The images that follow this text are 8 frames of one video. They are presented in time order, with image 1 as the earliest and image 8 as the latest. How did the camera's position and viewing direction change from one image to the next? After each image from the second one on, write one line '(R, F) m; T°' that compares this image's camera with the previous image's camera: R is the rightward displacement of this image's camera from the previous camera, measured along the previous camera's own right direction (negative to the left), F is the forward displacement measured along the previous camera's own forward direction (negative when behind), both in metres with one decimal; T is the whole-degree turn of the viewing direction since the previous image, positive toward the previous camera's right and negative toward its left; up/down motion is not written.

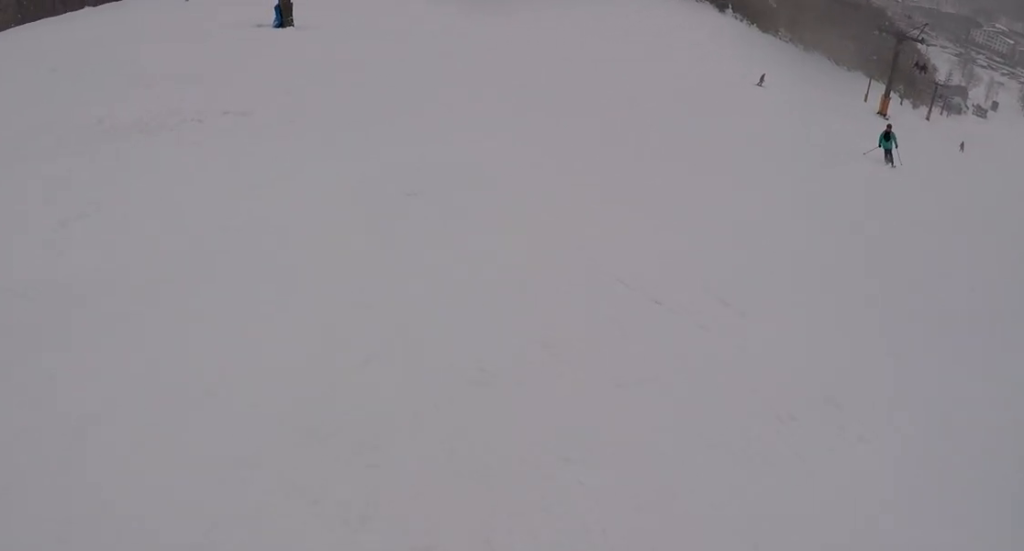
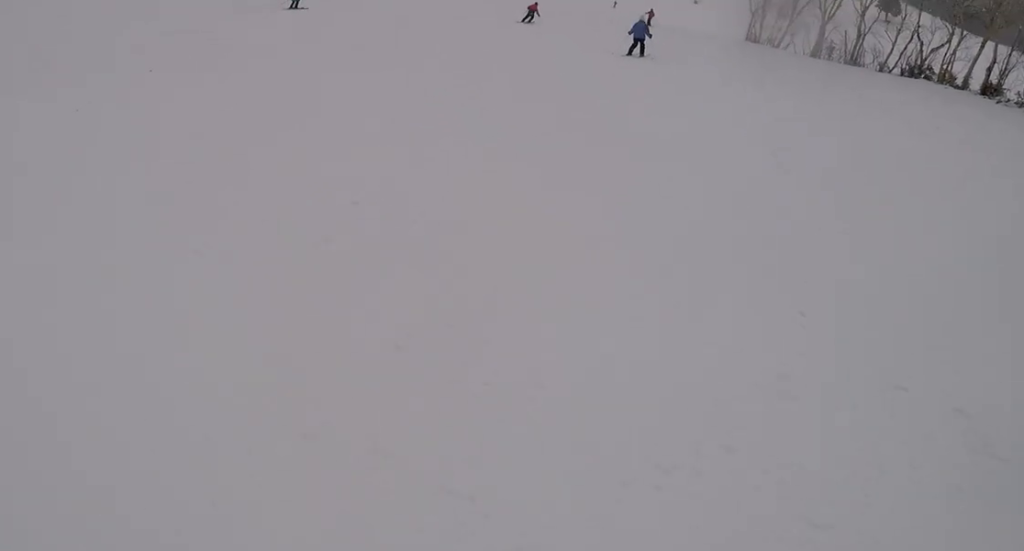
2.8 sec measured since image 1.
(+5.4, +10.3) m; +37°
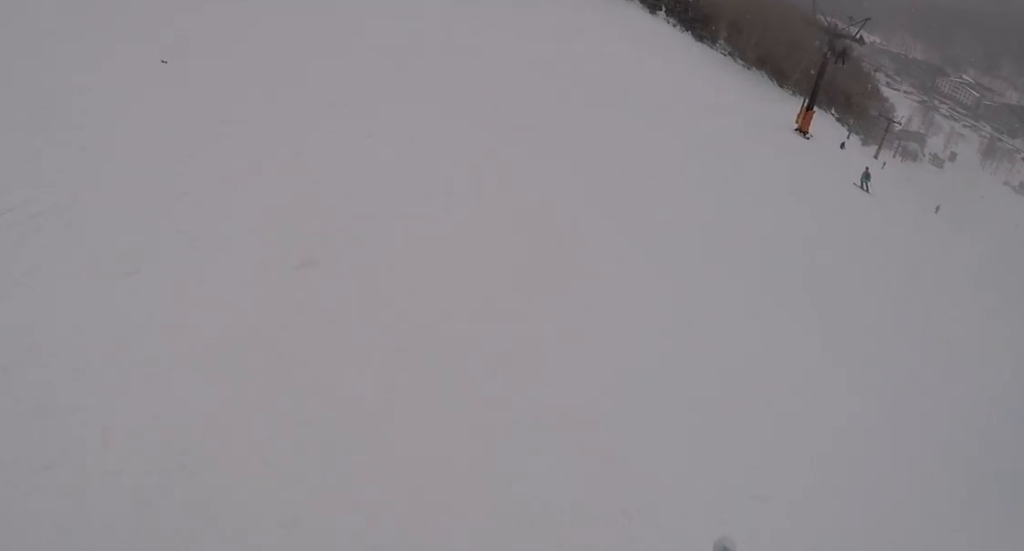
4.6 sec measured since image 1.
(-0.5, +6.9) m; -35°
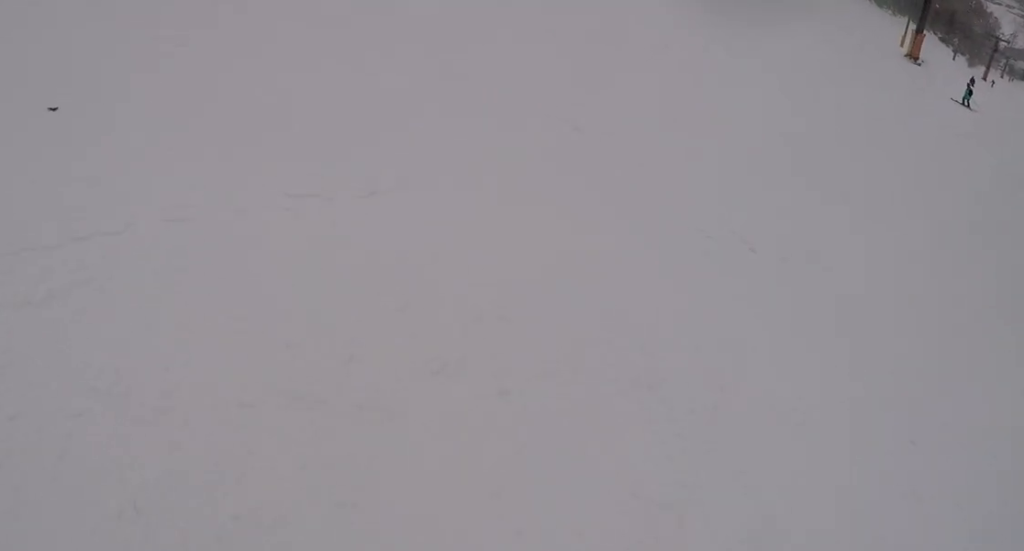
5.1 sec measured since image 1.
(-0.8, +2.5) m; -20°
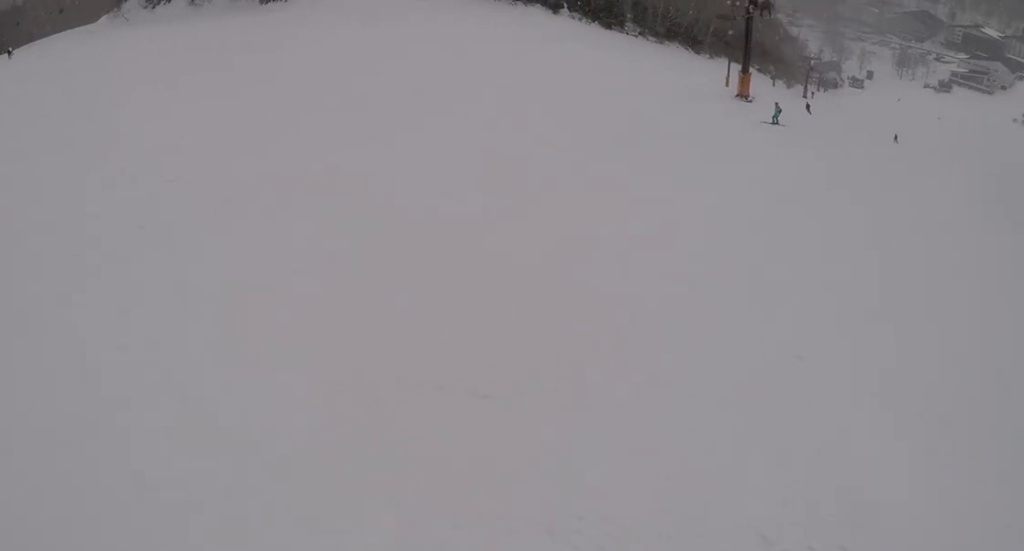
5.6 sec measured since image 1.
(-0.3, +2.5) m; +14°
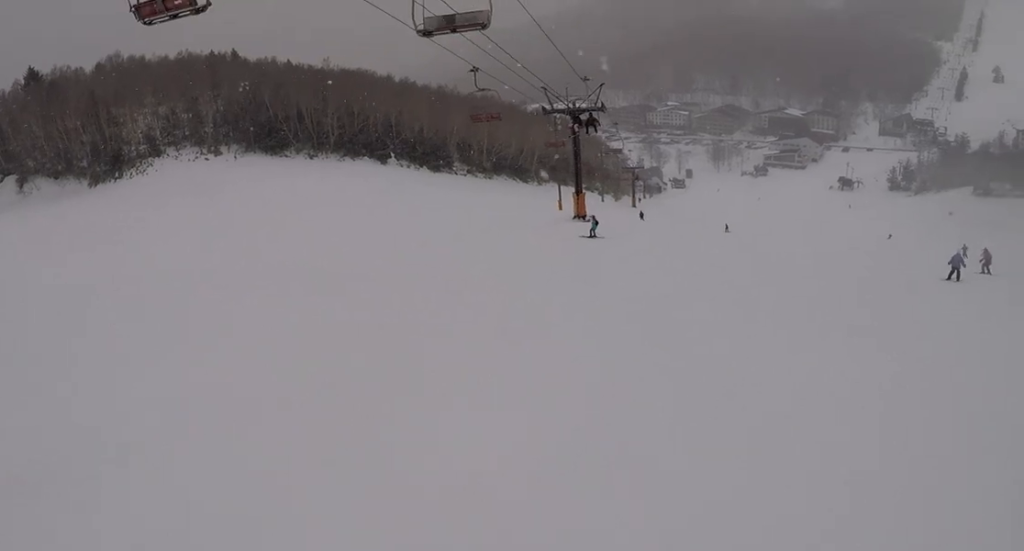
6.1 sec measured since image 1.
(-0.8, +1.9) m; +15°
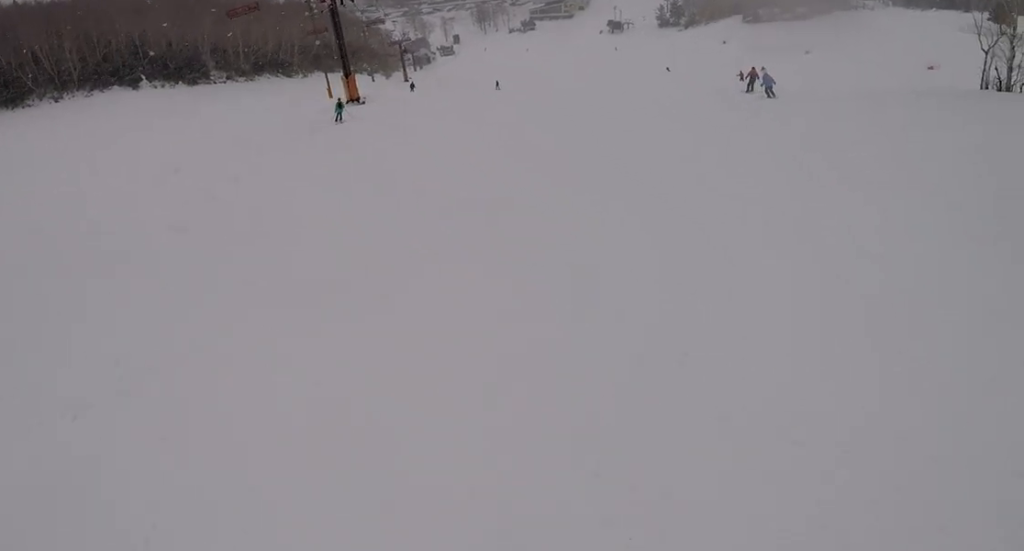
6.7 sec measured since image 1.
(+1.6, +2.6) m; +13°
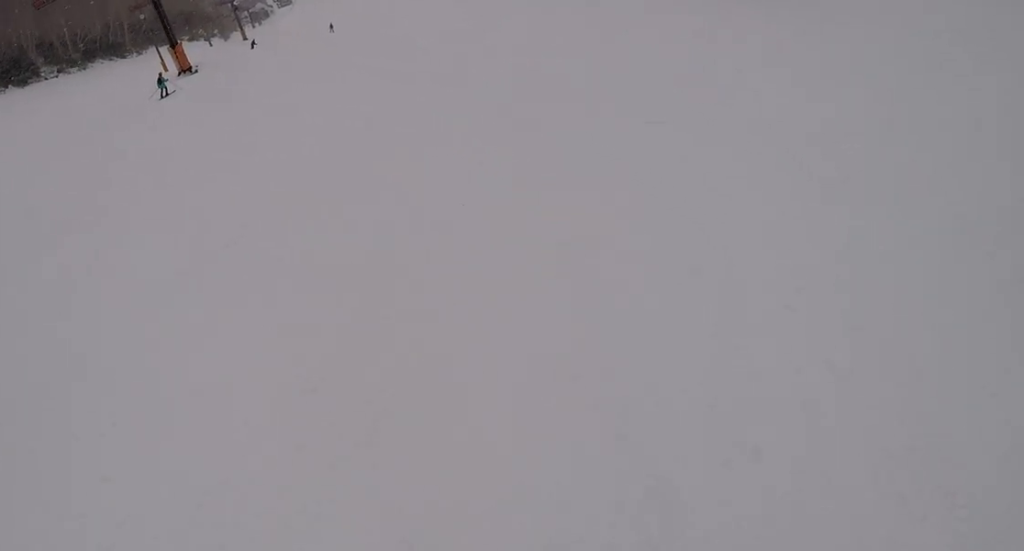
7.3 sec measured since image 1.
(+0.8, +2.5) m; +6°
